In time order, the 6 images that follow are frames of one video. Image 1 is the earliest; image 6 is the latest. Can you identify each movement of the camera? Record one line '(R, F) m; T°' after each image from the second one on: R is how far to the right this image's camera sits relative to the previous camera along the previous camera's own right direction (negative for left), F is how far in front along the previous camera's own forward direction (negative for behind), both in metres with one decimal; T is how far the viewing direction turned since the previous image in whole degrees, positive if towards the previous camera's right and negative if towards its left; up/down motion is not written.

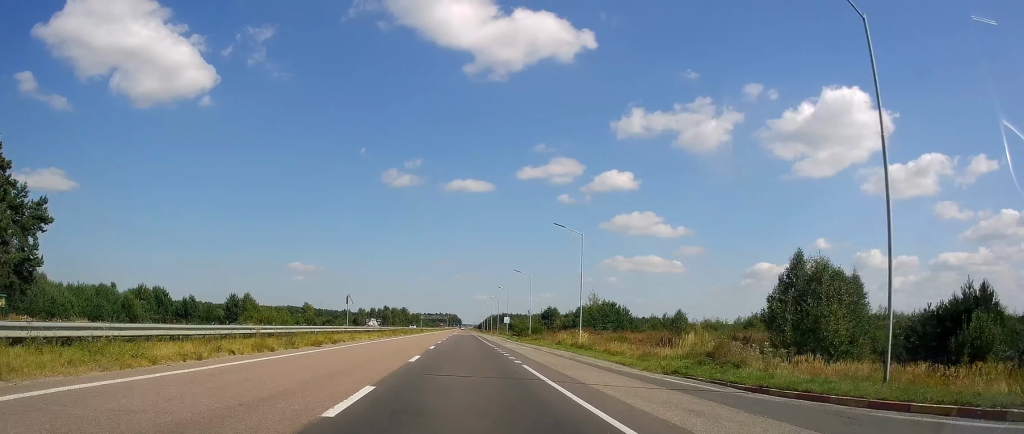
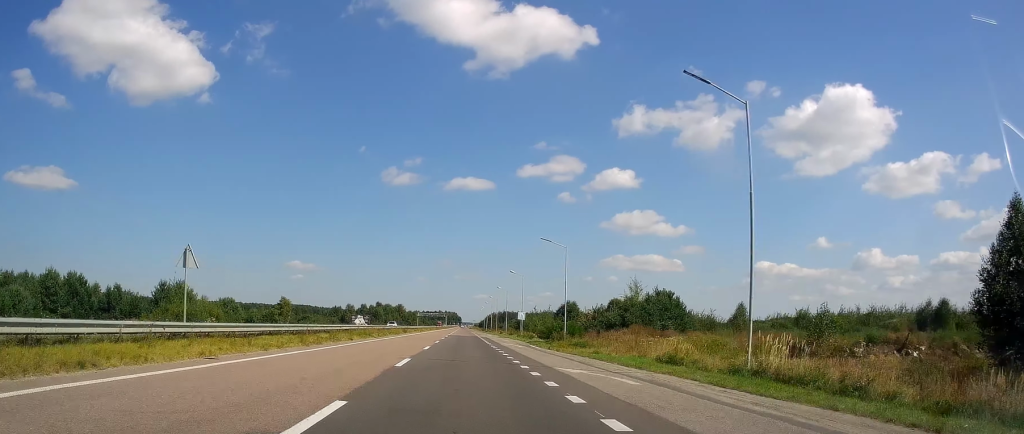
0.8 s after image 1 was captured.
(-0.1, +27.2) m; 0°
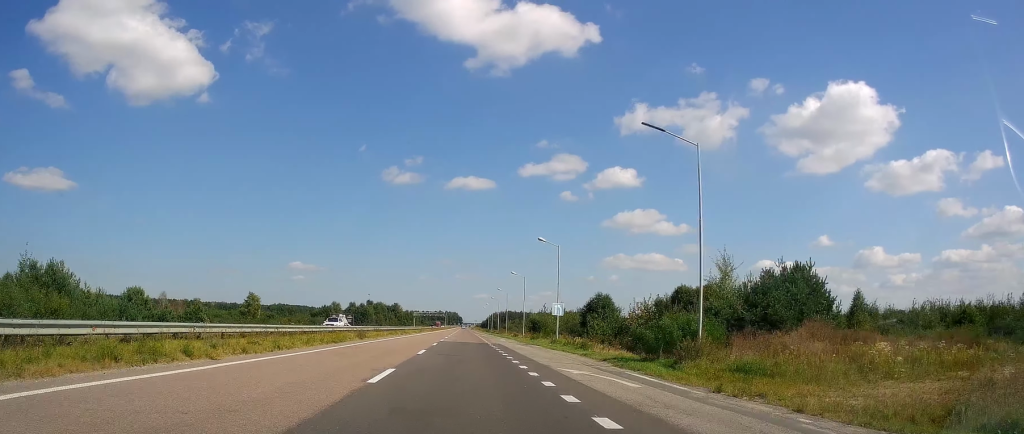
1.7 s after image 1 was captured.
(+0.1, +30.0) m; 0°
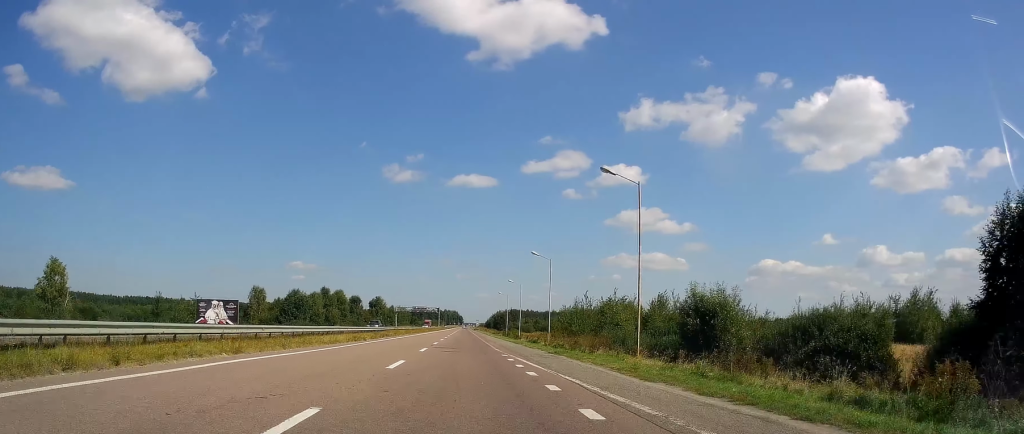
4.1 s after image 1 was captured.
(-0.2, +82.8) m; -1°
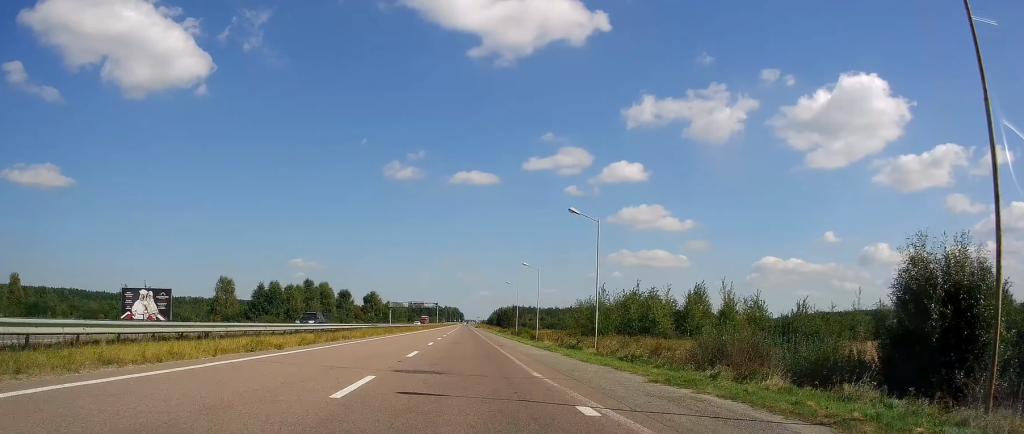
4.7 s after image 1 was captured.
(-0.4, +20.0) m; 0°
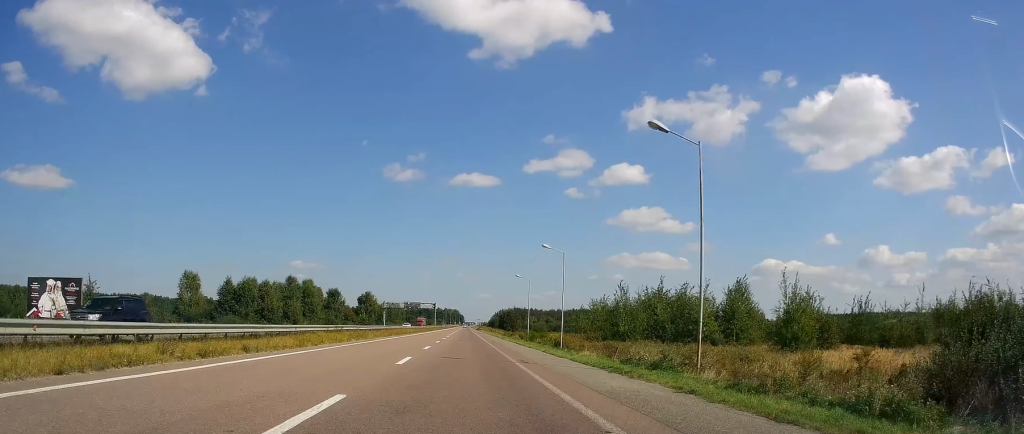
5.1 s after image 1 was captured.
(0.0, +15.7) m; 0°
